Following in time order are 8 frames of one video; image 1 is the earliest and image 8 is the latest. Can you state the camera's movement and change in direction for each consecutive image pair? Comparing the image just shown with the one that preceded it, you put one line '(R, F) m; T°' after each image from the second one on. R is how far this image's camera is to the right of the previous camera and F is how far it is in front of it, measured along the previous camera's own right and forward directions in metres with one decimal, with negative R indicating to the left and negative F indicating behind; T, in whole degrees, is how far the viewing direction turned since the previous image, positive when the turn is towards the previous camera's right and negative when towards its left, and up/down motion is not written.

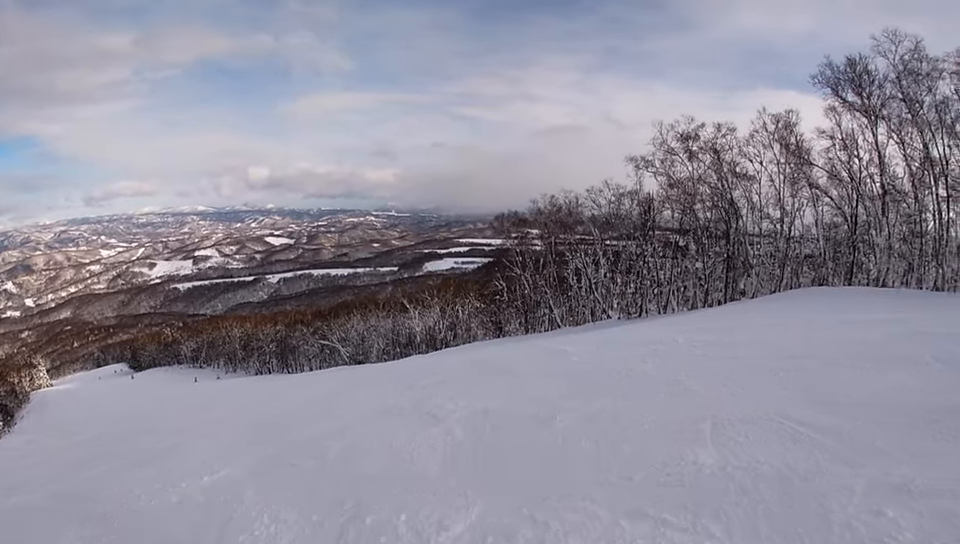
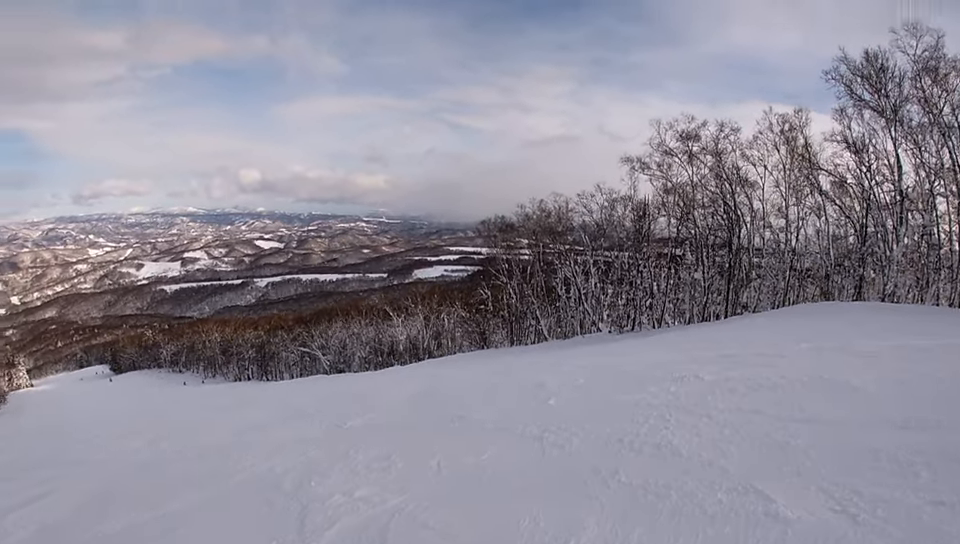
(0.0, +3.7) m; 0°
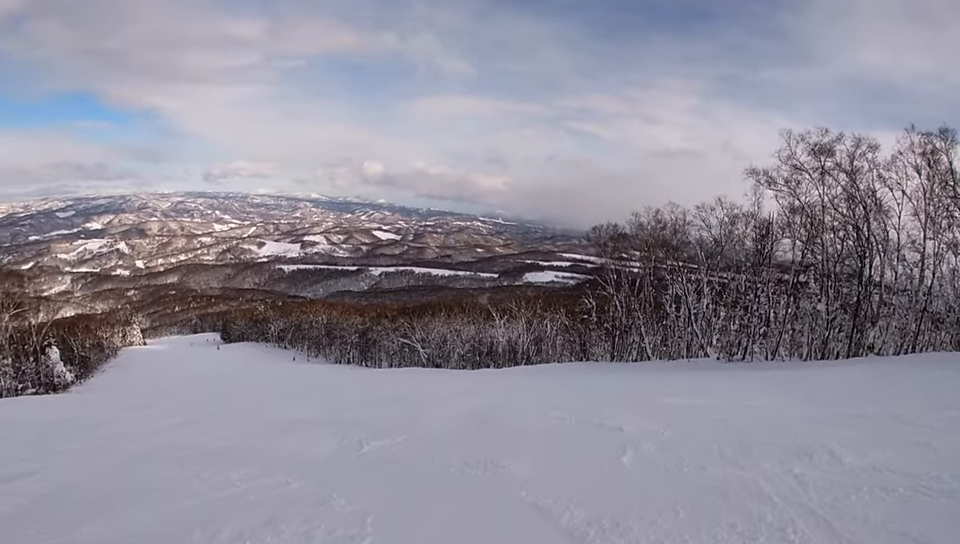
(0.0, +2.4) m; 0°
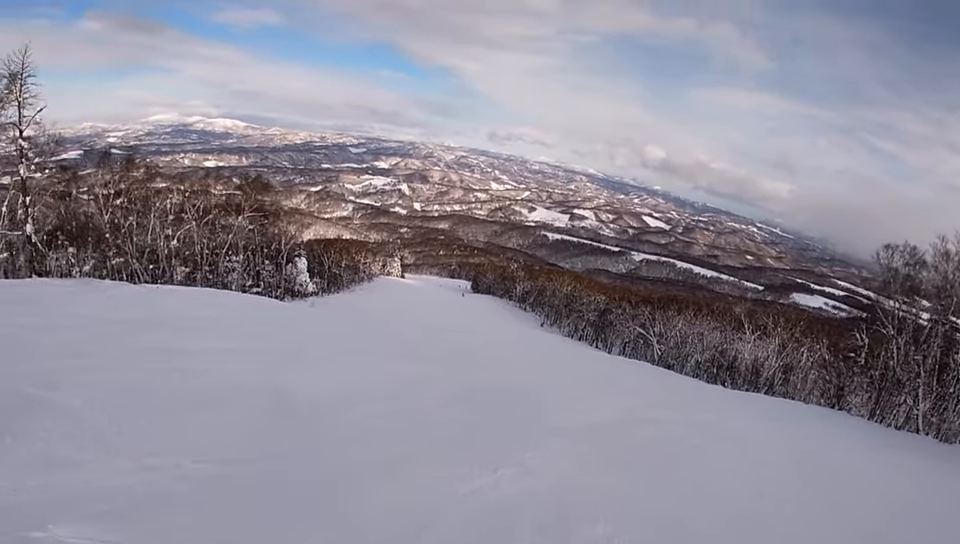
(-0.2, +6.8) m; -26°
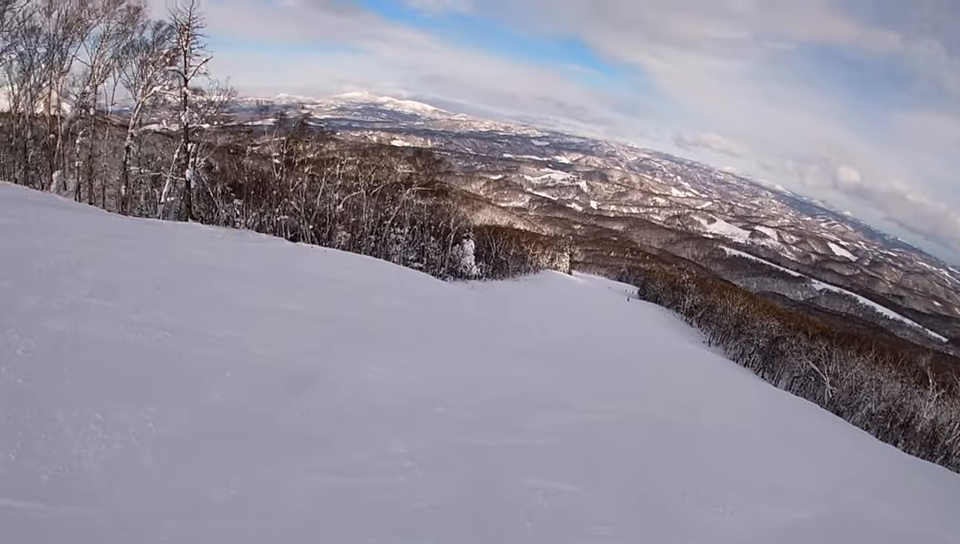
(-0.3, +2.4) m; -18°
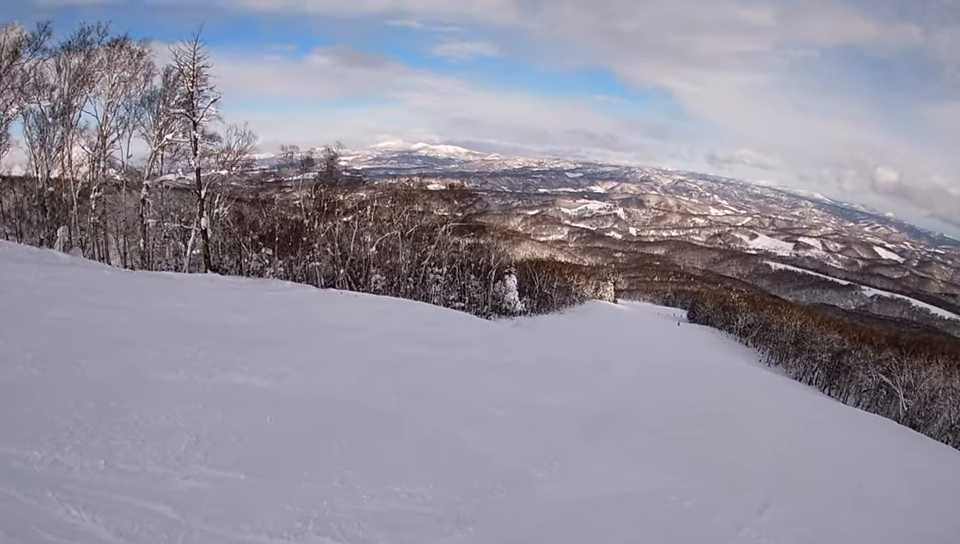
(-1.6, +3.4) m; -18°
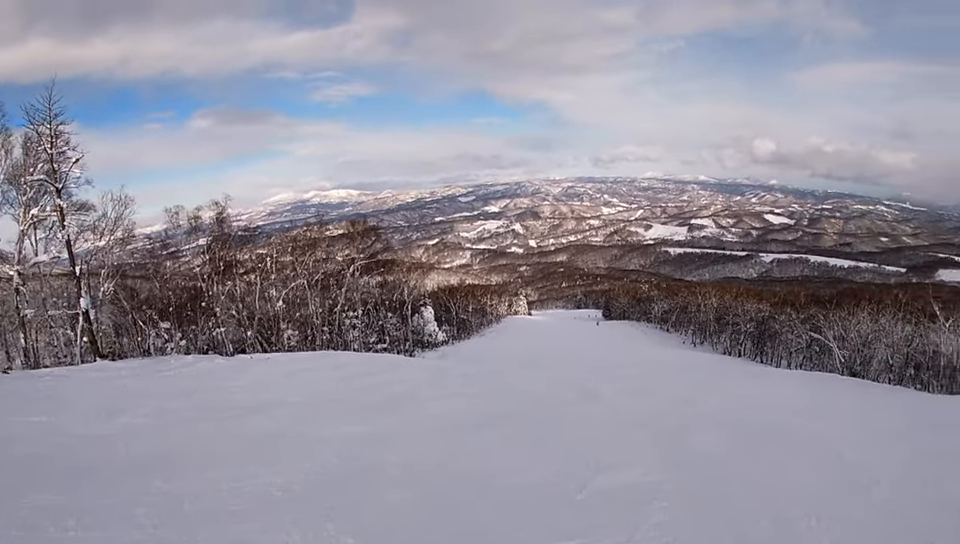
(+0.3, +3.4) m; +23°
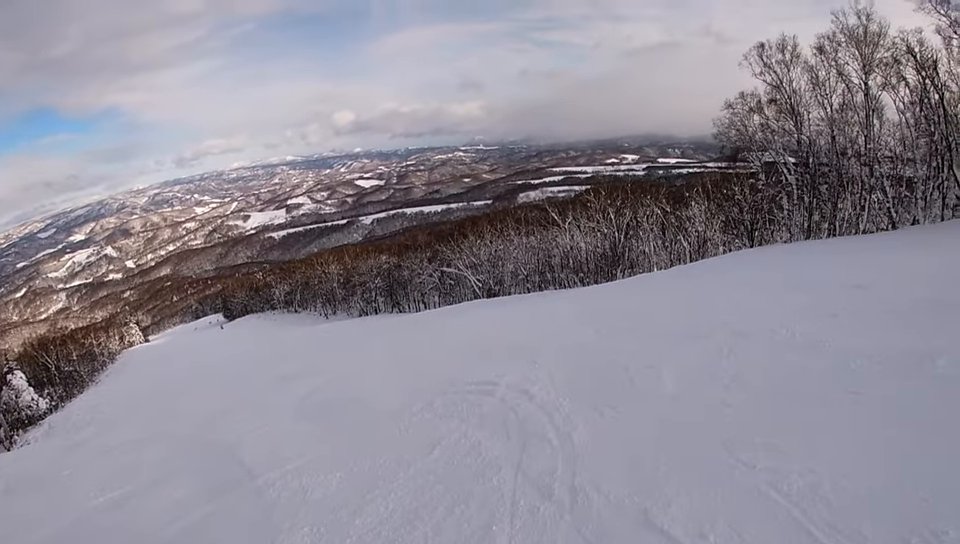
(+4.6, +7.7) m; +32°
